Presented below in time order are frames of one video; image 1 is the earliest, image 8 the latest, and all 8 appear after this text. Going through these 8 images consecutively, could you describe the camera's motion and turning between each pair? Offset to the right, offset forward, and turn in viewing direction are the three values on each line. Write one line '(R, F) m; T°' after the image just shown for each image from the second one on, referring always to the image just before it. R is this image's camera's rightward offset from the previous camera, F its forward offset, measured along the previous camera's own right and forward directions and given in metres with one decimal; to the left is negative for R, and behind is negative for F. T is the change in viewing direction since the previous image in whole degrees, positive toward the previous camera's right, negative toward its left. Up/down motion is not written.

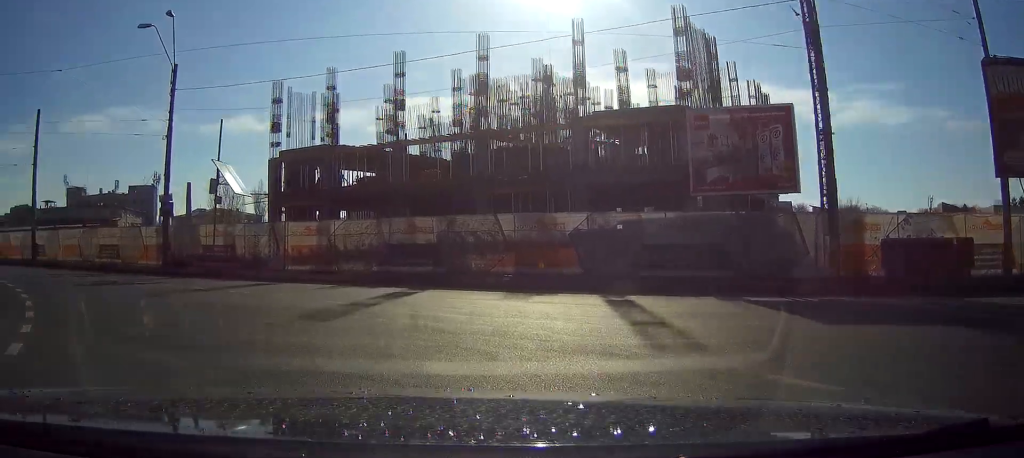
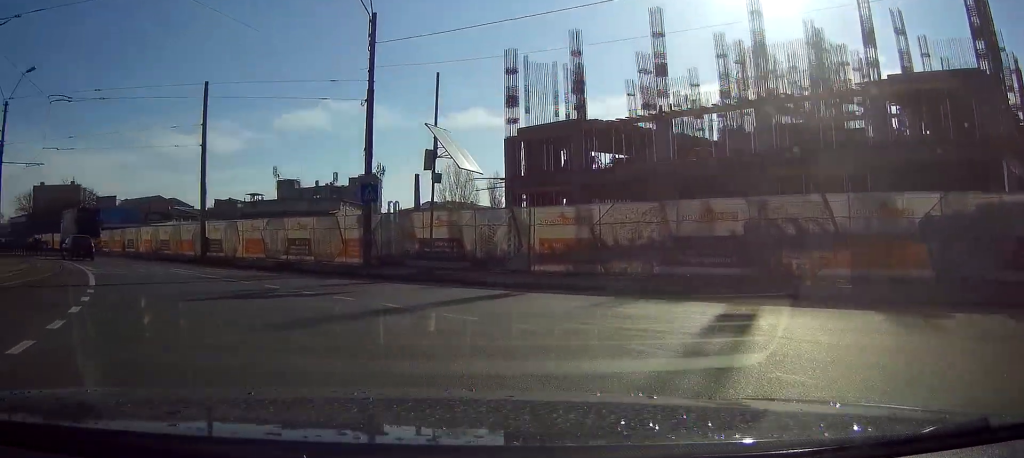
(-0.2, +6.6) m; -2°
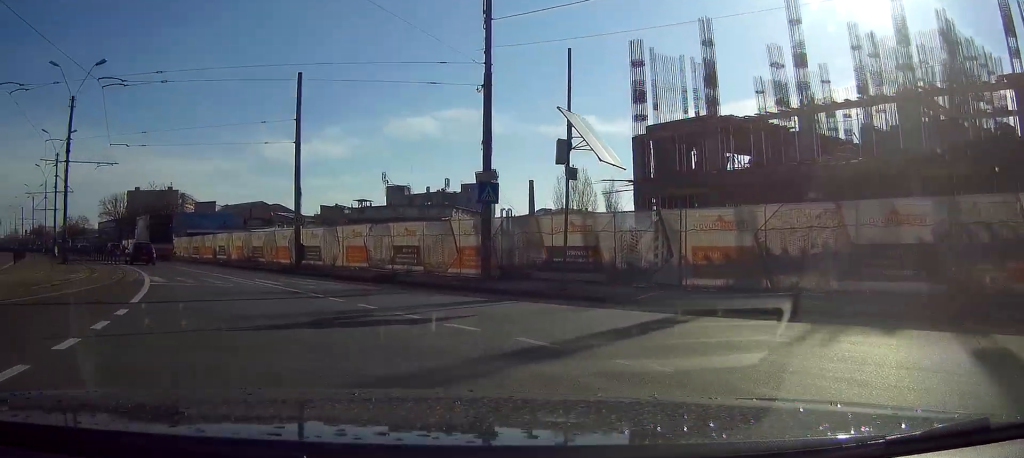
(0.0, +3.5) m; -3°
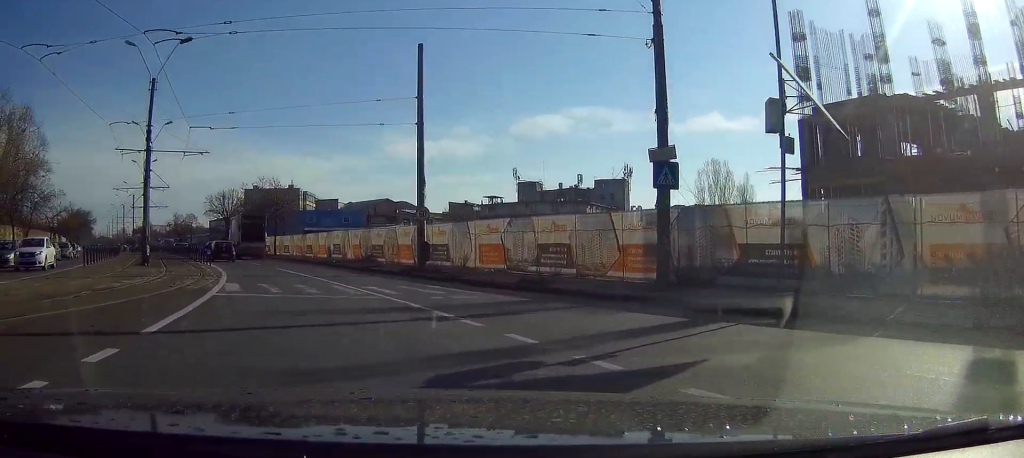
(+0.2, +5.0) m; -8°
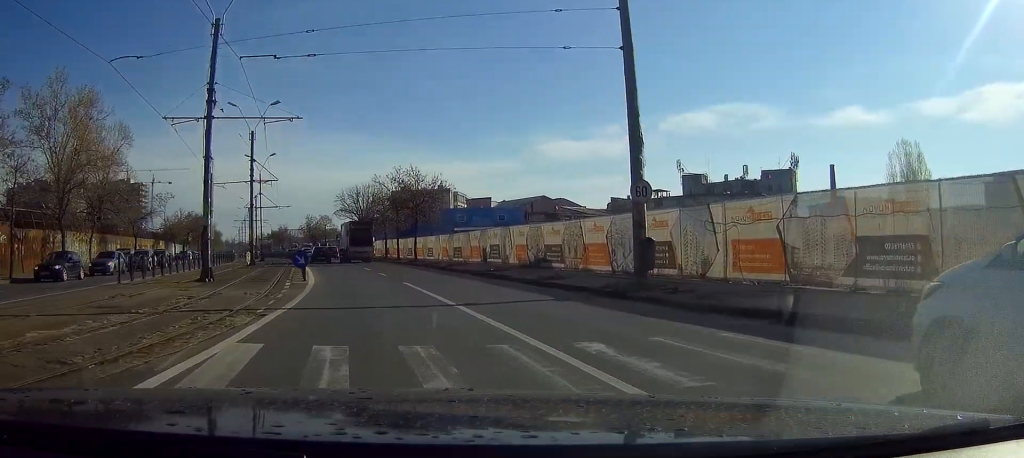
(-2.6, +11.9) m; -15°
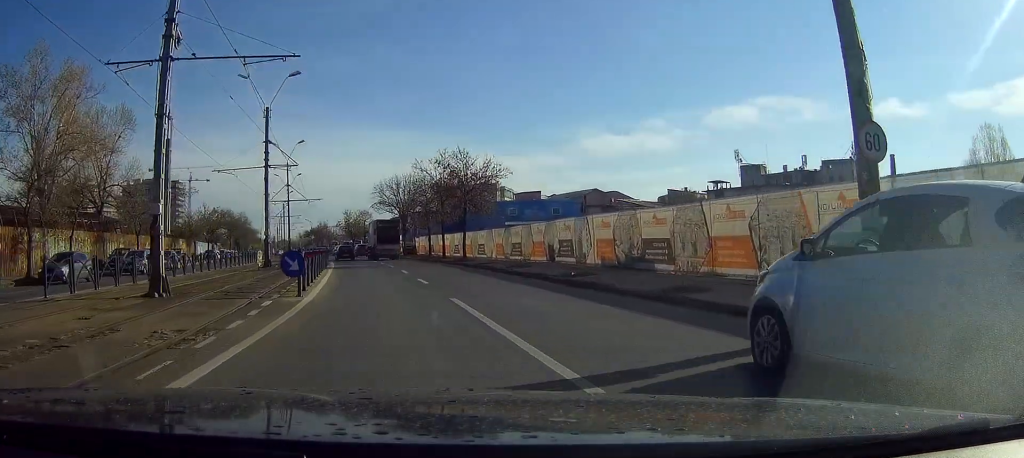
(-0.2, +8.8) m; -2°
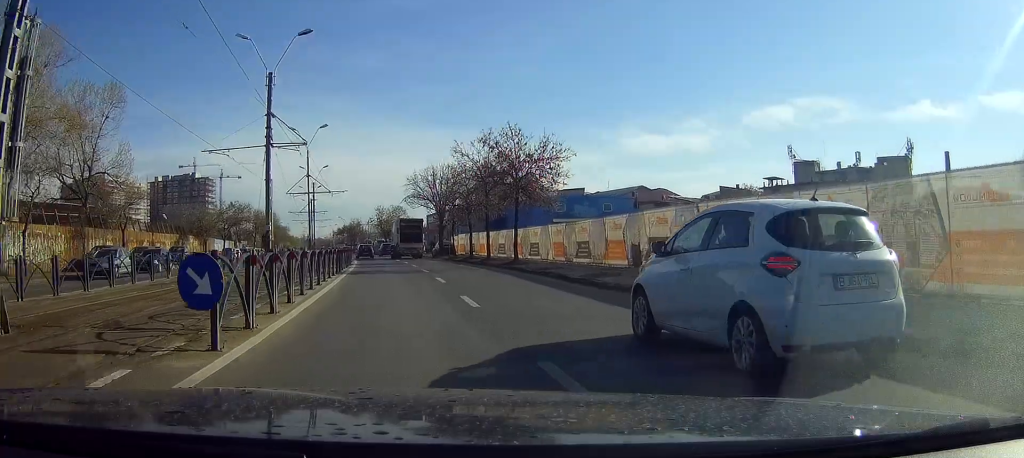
(-0.1, +9.4) m; -1°
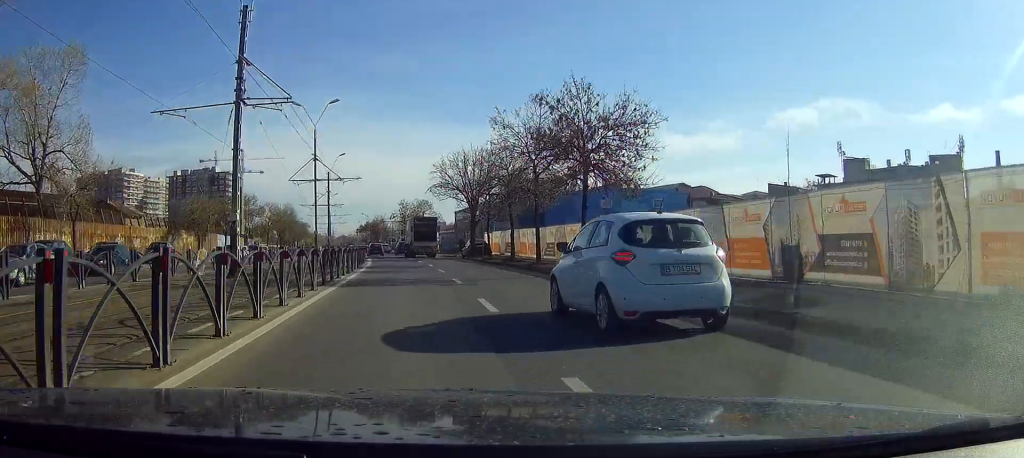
(0.0, +11.2) m; -2°
